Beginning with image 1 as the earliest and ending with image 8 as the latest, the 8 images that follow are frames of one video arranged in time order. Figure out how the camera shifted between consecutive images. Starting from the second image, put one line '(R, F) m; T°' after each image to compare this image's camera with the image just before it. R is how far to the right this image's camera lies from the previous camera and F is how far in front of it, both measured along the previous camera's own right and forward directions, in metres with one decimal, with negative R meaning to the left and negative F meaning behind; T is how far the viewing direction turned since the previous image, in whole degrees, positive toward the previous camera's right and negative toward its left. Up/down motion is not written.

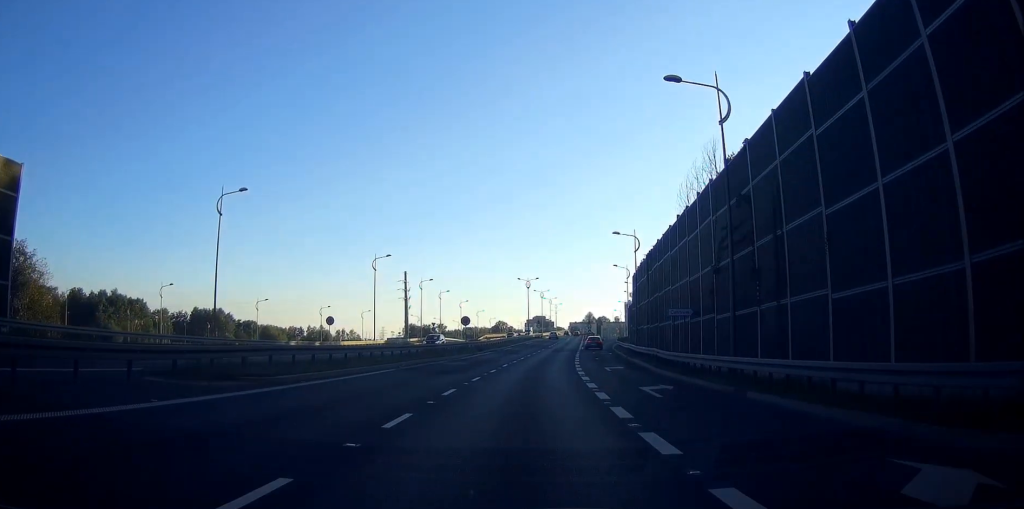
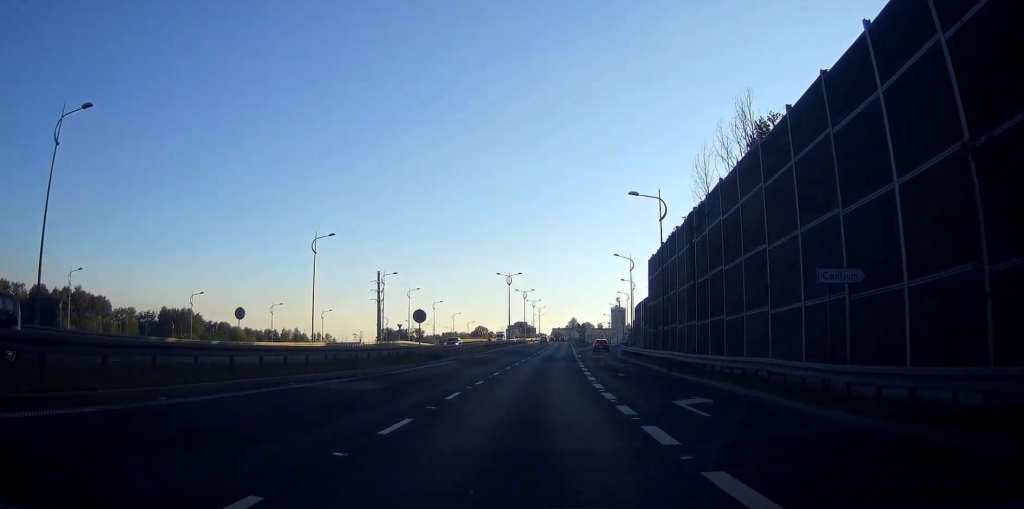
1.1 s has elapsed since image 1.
(+0.2, +19.2) m; +2°
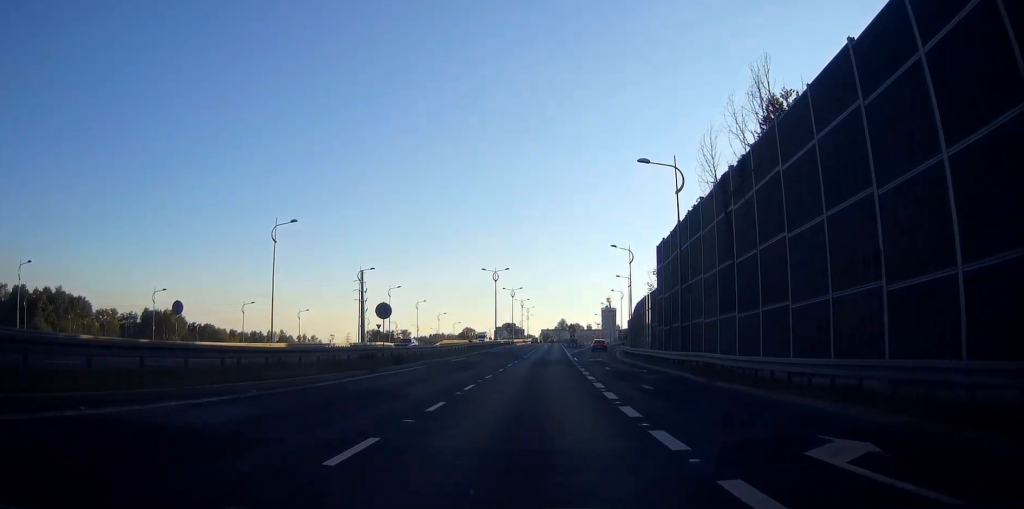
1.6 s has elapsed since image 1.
(+0.1, +8.4) m; +1°
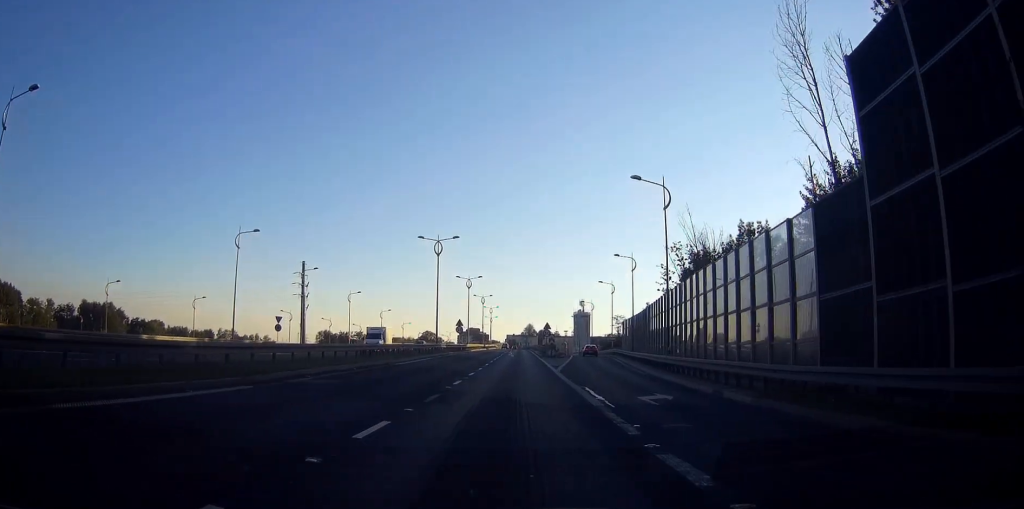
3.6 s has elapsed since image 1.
(+0.7, +33.5) m; +1°
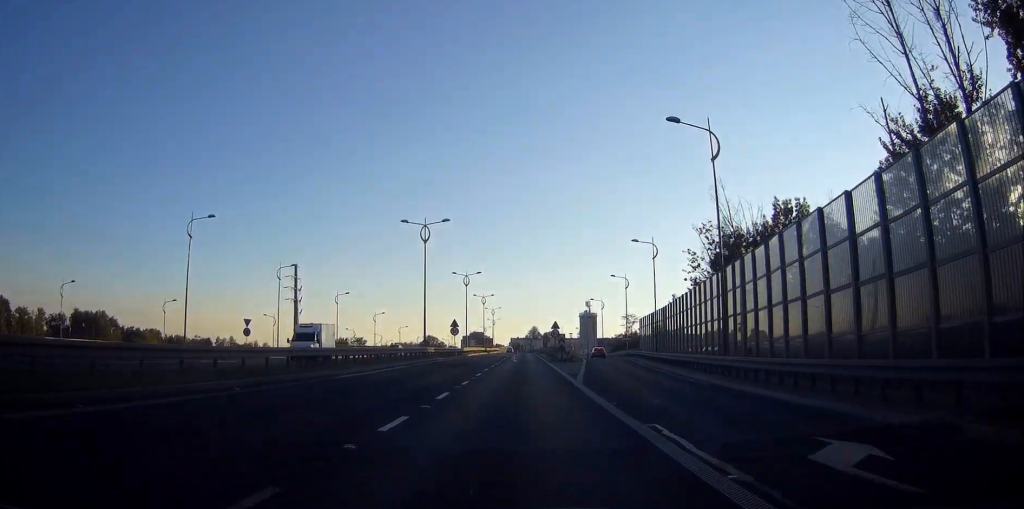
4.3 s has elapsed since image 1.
(-0.1, +11.2) m; 0°
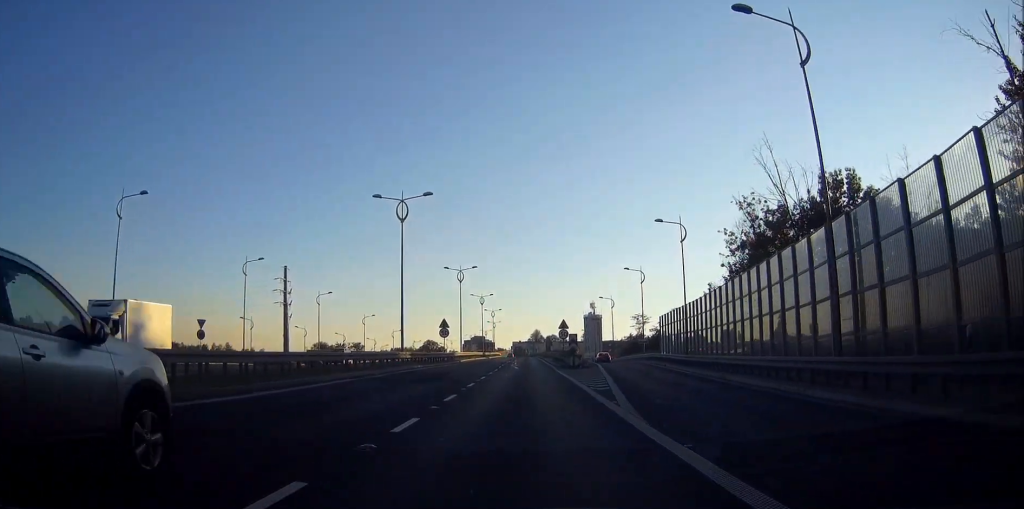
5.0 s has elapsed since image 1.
(+0.1, +11.7) m; 0°
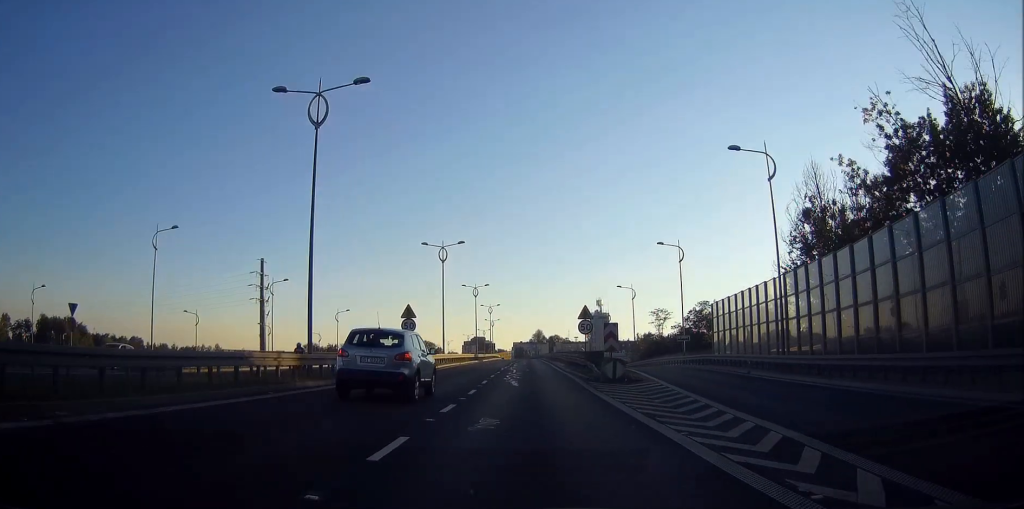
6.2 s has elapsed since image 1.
(0.0, +20.7) m; 0°
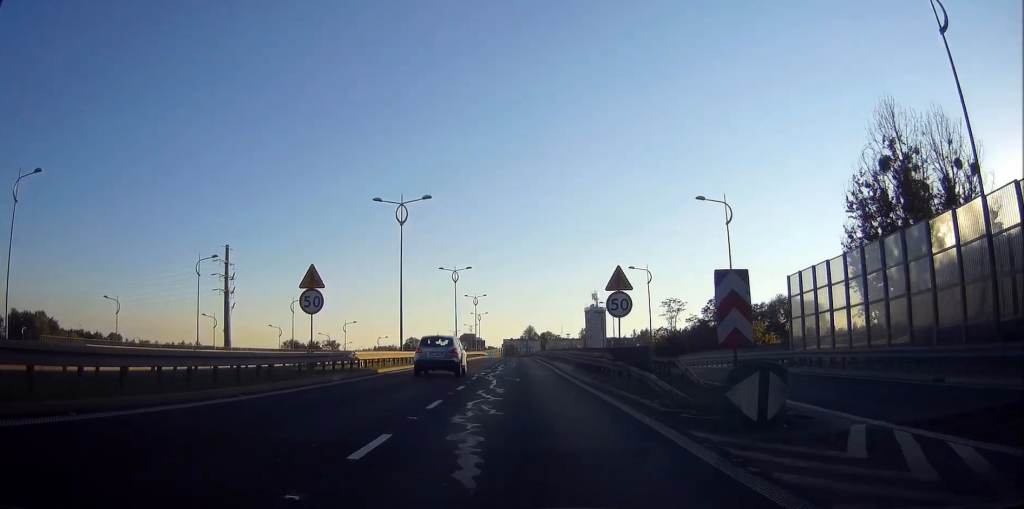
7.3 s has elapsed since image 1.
(0.0, +18.6) m; +1°
